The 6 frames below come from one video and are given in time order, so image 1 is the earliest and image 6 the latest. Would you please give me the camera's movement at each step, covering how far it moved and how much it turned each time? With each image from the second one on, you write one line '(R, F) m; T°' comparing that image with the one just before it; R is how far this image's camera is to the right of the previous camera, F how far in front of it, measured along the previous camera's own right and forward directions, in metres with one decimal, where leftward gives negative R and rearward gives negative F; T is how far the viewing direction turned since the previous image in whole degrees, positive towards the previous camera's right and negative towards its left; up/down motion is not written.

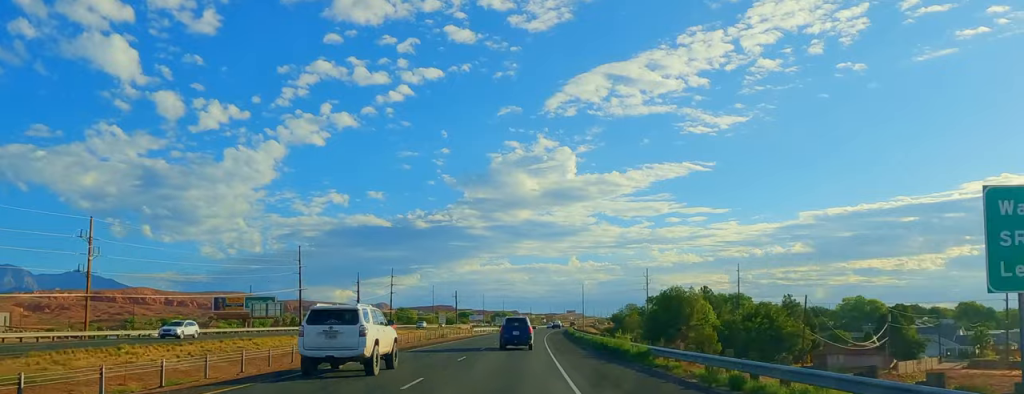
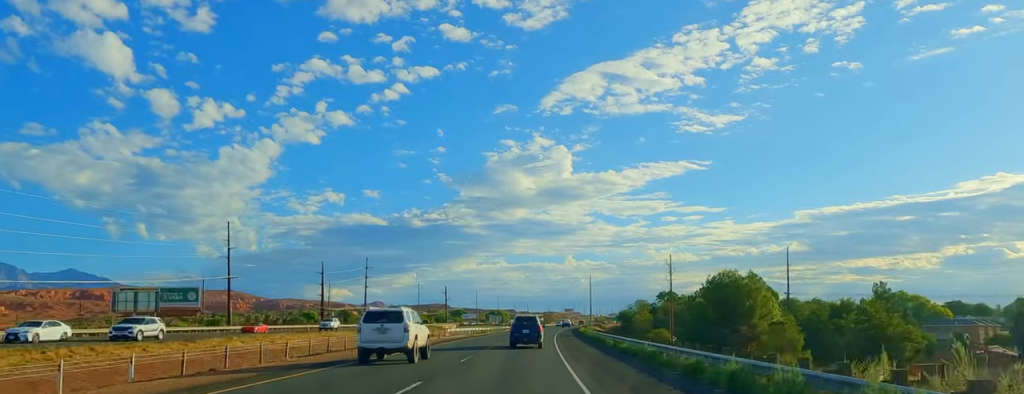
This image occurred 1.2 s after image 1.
(-0.5, +38.5) m; +1°
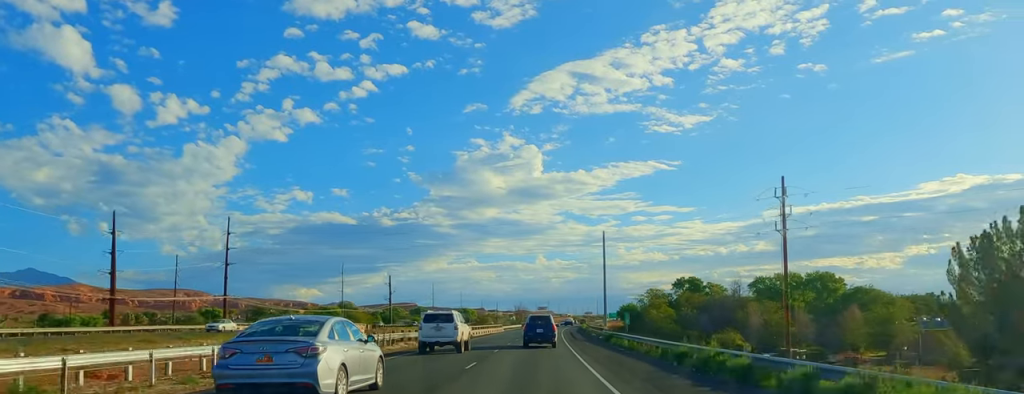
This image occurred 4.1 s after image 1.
(+3.3, +90.5) m; +3°
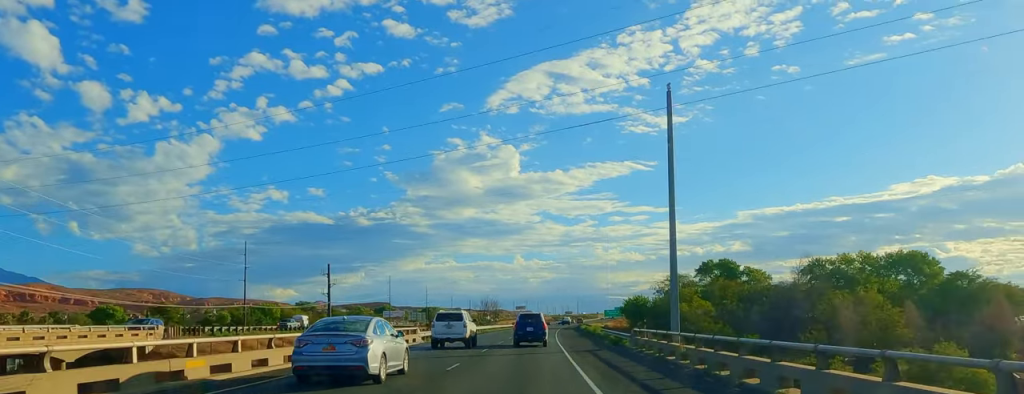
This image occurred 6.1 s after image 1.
(+0.7, +62.7) m; +1°
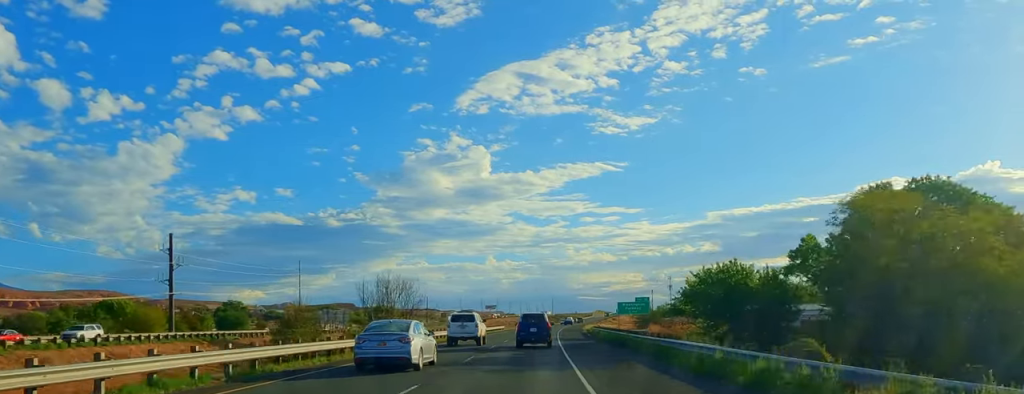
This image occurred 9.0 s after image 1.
(+0.8, +94.1) m; +3°
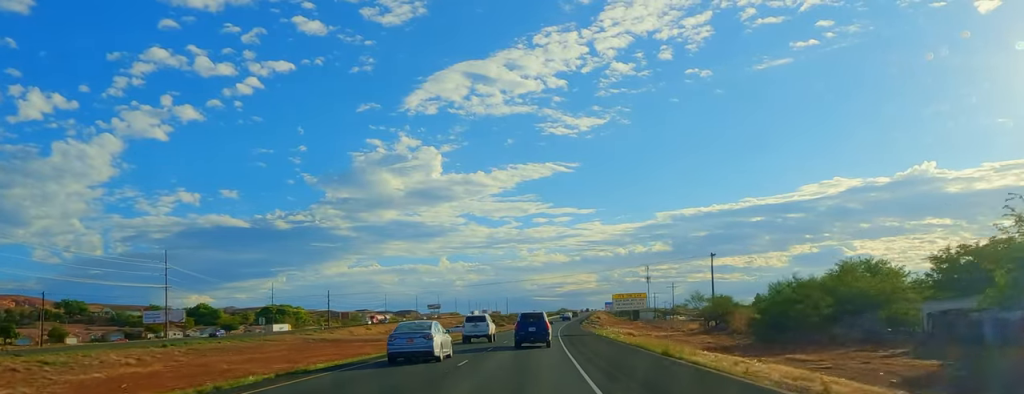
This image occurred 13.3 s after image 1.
(+3.9, +136.1) m; +3°
